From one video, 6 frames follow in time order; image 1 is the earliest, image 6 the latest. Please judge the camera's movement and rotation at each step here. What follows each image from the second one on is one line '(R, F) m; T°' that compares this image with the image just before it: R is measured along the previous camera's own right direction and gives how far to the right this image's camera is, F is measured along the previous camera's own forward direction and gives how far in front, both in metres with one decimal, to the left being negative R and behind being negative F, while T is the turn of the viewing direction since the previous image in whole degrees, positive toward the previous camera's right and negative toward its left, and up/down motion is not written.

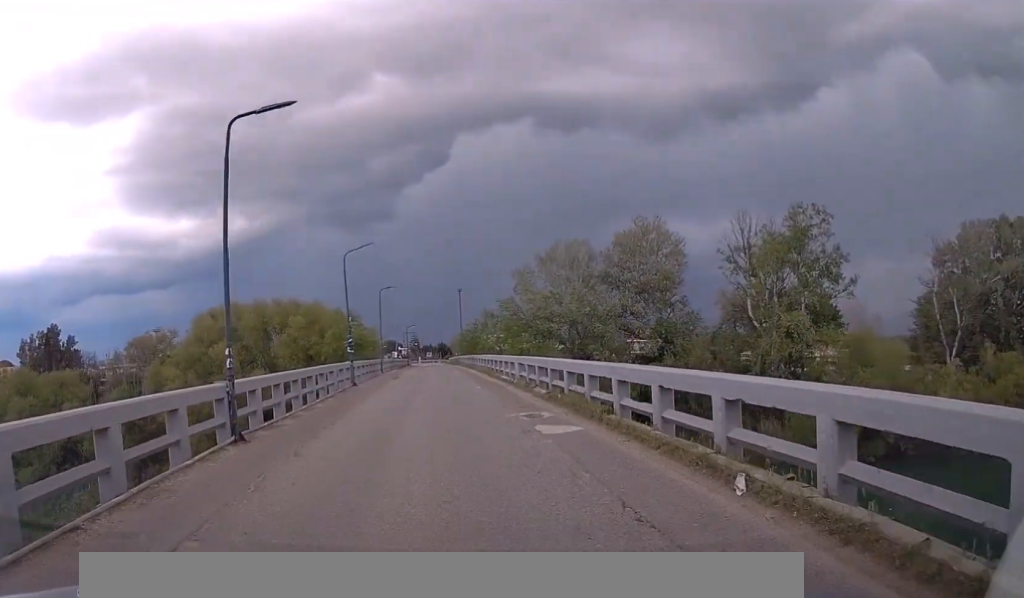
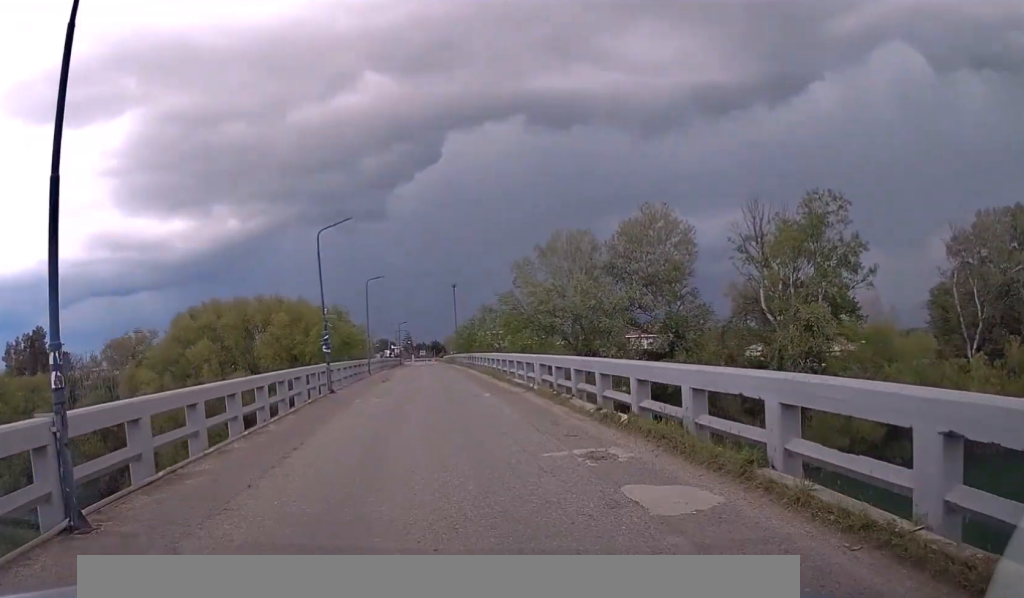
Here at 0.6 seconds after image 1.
(0.0, +5.8) m; +1°
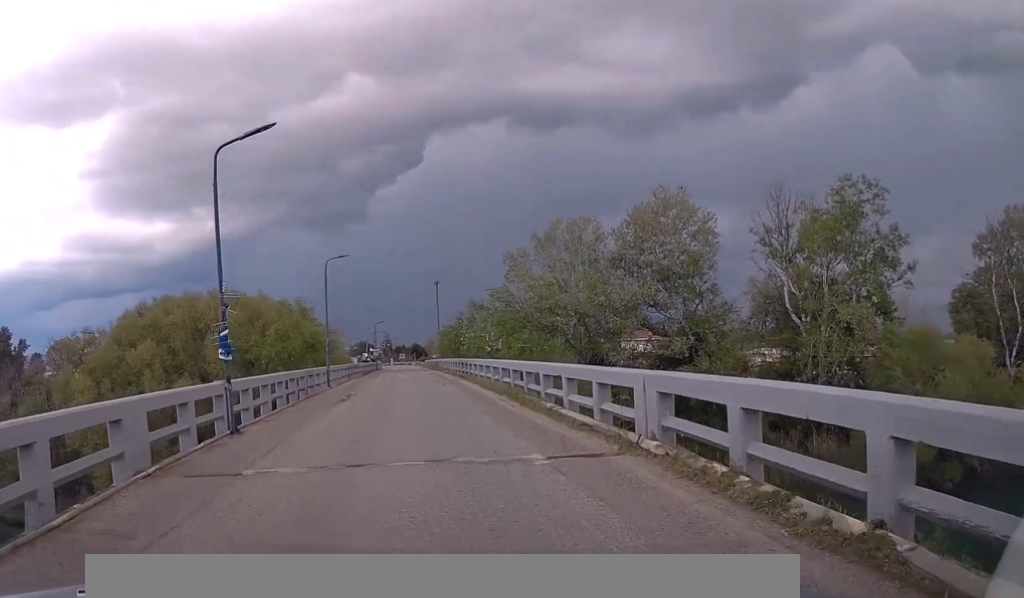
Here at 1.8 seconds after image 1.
(+0.1, +11.2) m; +1°
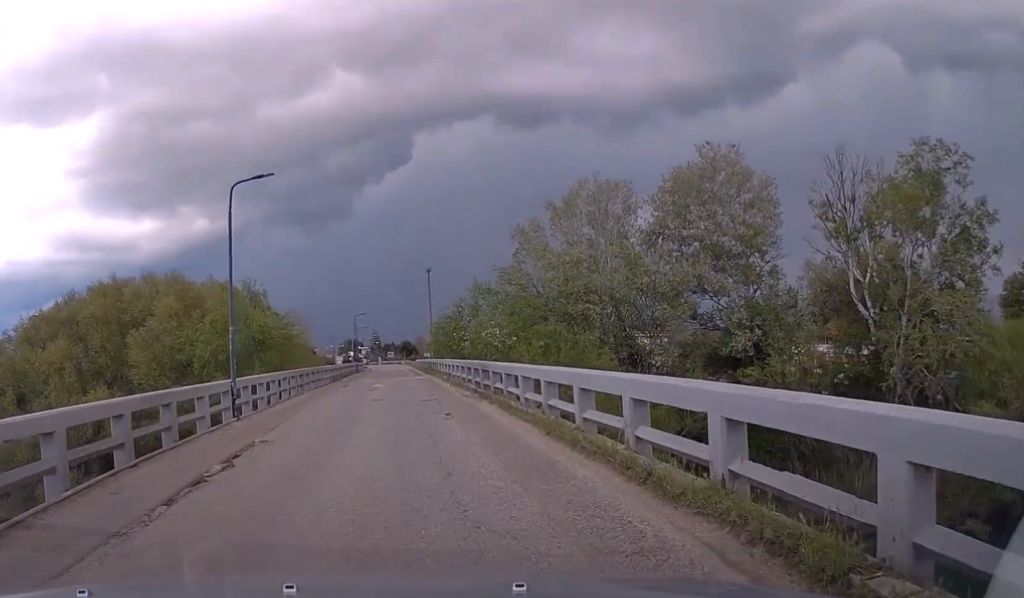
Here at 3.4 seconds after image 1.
(+0.3, +15.1) m; +2°
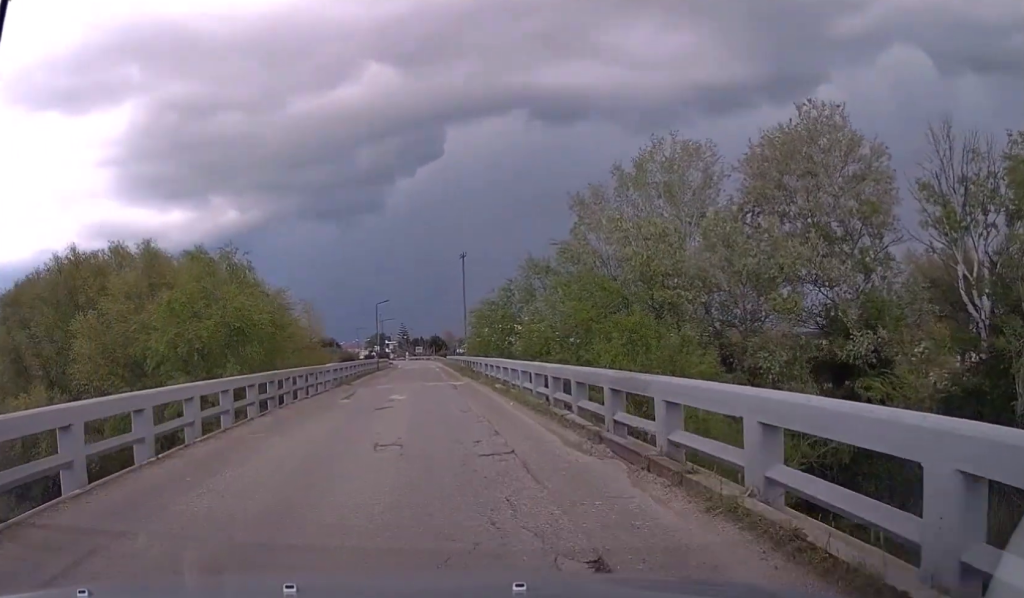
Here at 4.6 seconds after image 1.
(-0.2, +11.3) m; -2°
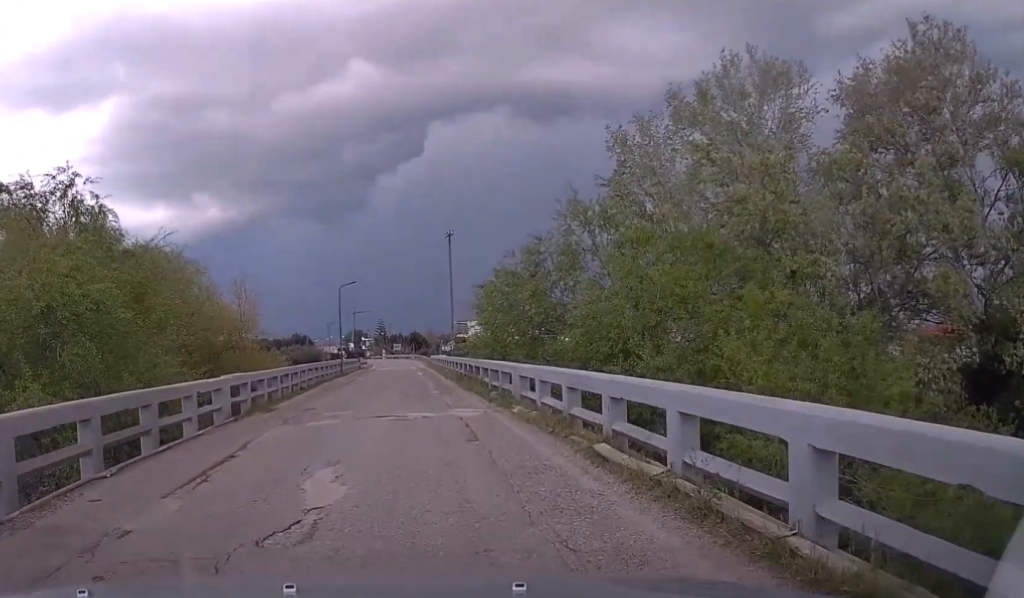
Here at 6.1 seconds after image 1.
(-0.4, +14.6) m; -1°
